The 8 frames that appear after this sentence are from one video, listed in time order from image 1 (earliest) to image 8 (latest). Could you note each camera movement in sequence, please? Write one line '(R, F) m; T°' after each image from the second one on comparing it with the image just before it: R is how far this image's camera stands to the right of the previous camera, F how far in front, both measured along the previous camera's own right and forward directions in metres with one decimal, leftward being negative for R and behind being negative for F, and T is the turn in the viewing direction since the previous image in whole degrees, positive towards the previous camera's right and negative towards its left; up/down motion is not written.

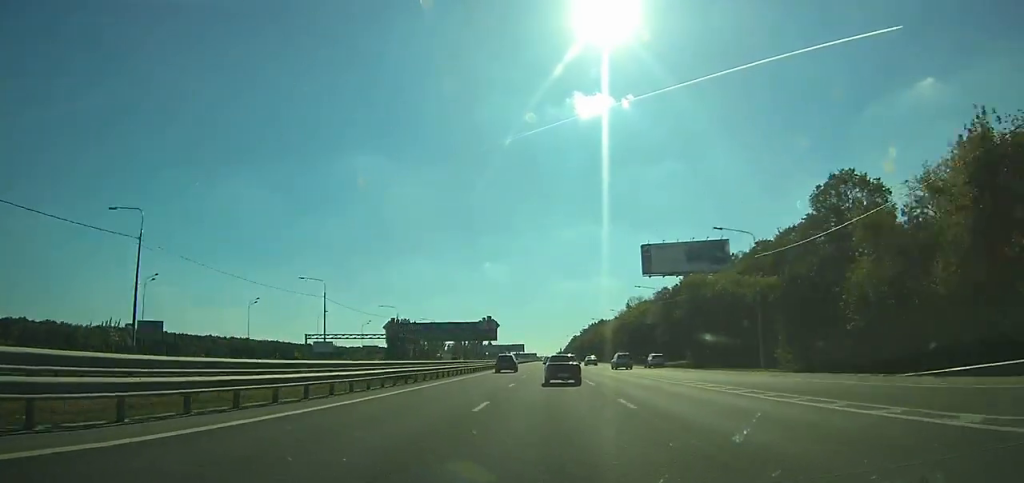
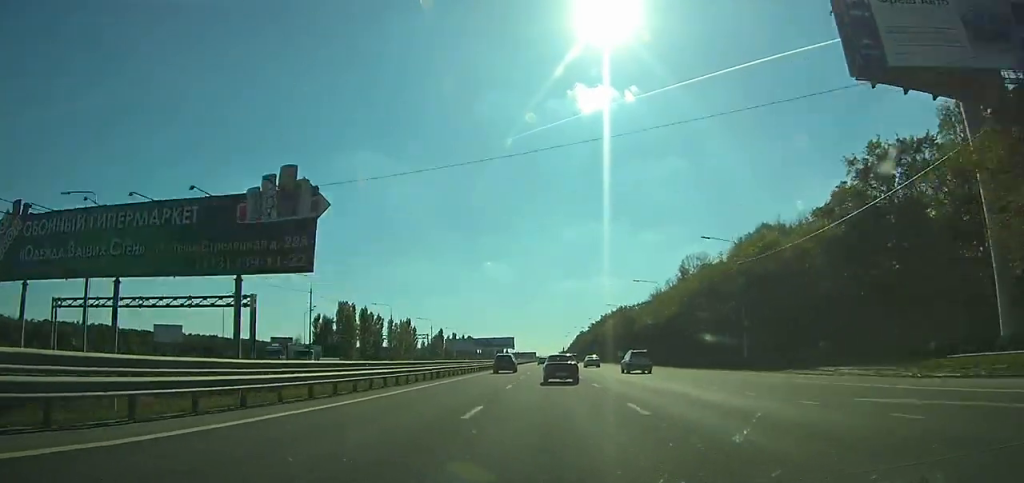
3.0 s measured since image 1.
(0.0, +71.8) m; 0°
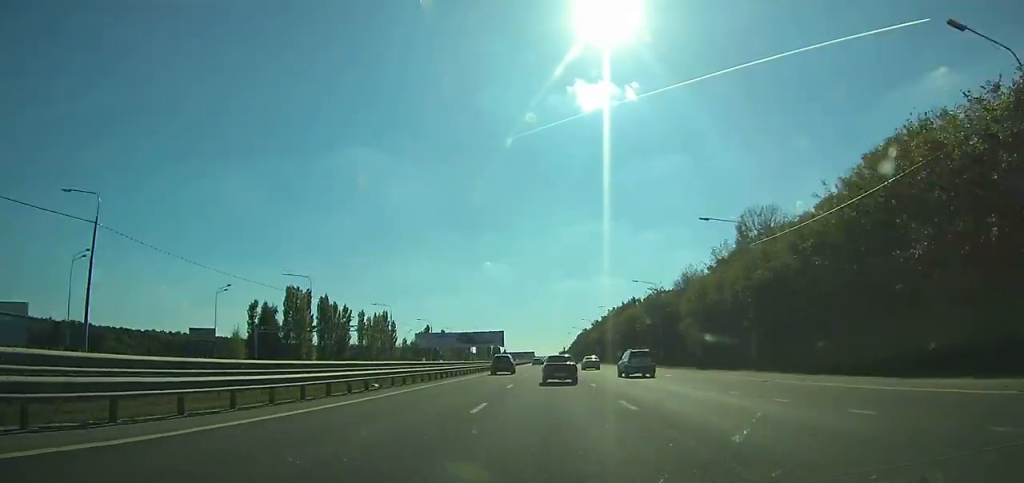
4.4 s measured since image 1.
(-0.1, +35.2) m; 0°
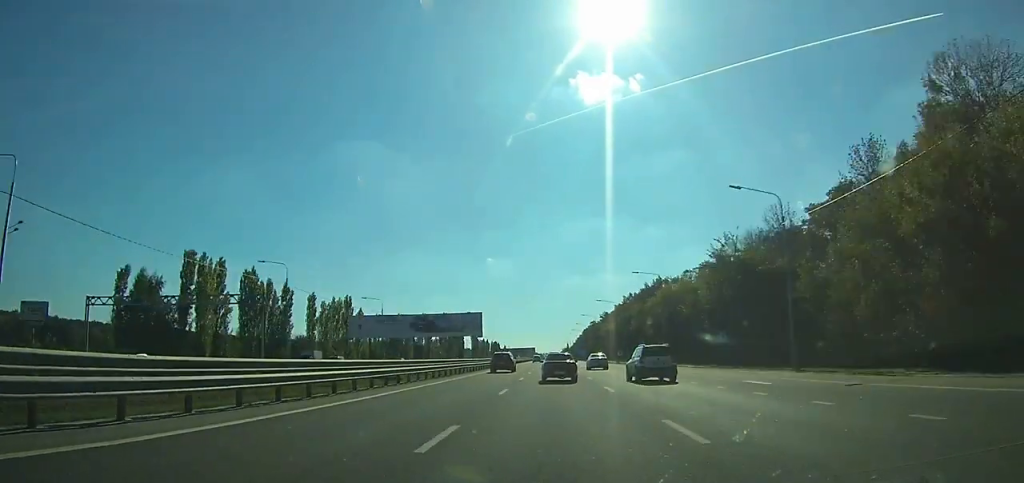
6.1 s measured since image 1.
(-0.1, +42.7) m; 0°
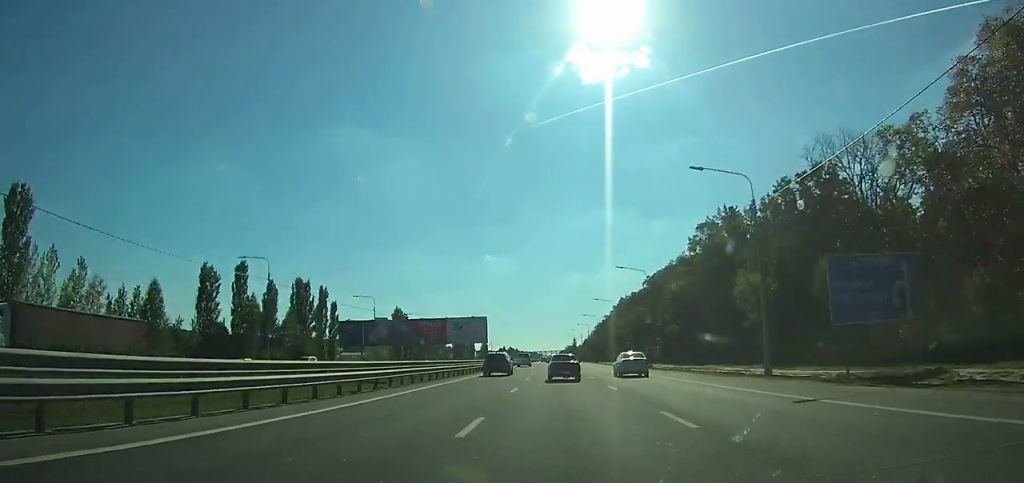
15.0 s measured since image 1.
(-0.4, +214.8) m; 0°
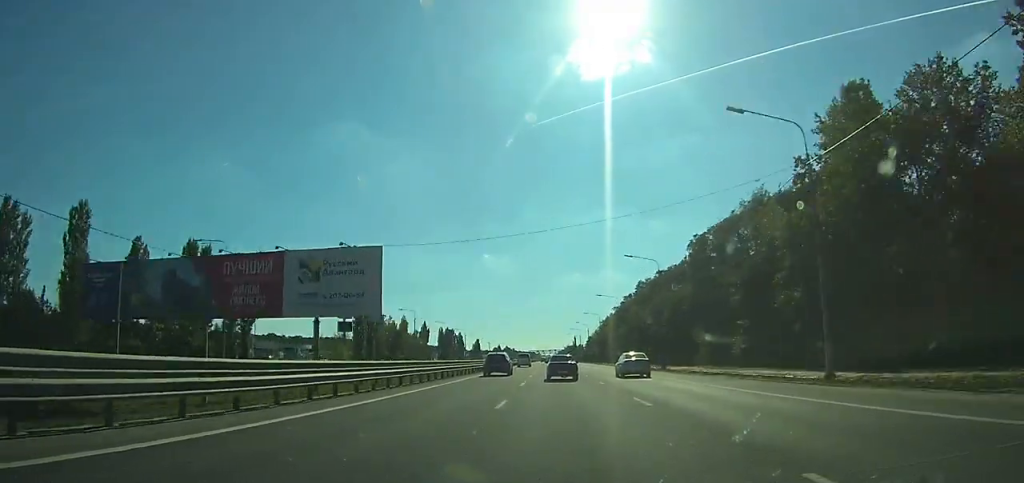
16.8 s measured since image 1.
(+0.1, +41.6) m; 0°
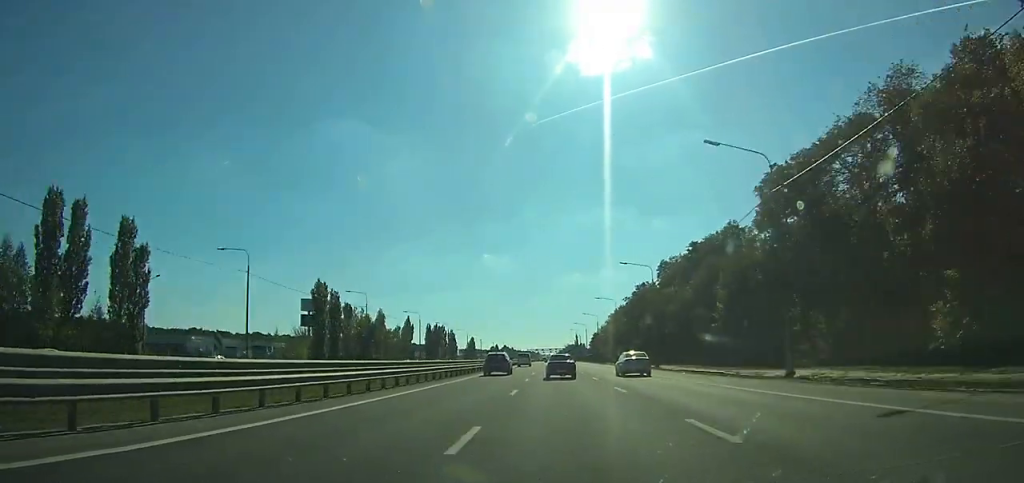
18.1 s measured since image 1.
(0.0, +30.6) m; 0°
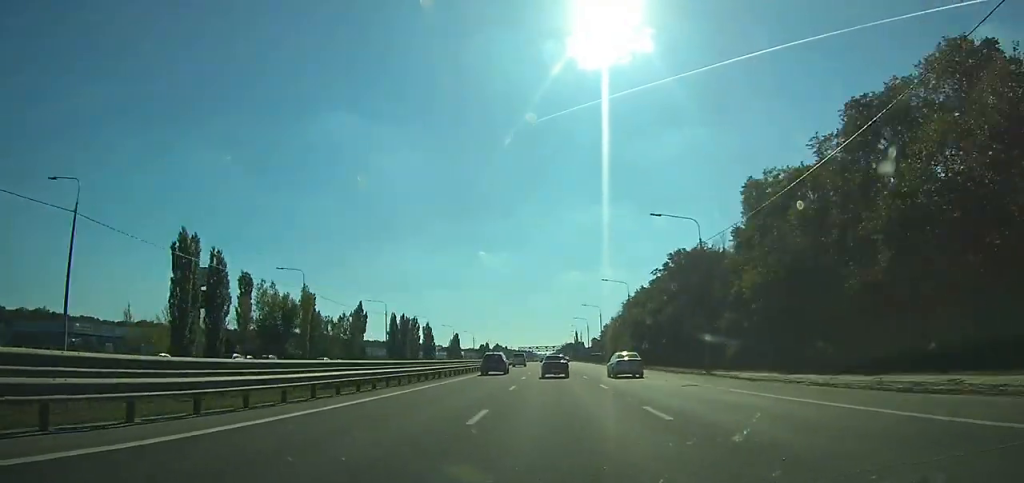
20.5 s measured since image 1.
(0.0, +58.2) m; 0°
